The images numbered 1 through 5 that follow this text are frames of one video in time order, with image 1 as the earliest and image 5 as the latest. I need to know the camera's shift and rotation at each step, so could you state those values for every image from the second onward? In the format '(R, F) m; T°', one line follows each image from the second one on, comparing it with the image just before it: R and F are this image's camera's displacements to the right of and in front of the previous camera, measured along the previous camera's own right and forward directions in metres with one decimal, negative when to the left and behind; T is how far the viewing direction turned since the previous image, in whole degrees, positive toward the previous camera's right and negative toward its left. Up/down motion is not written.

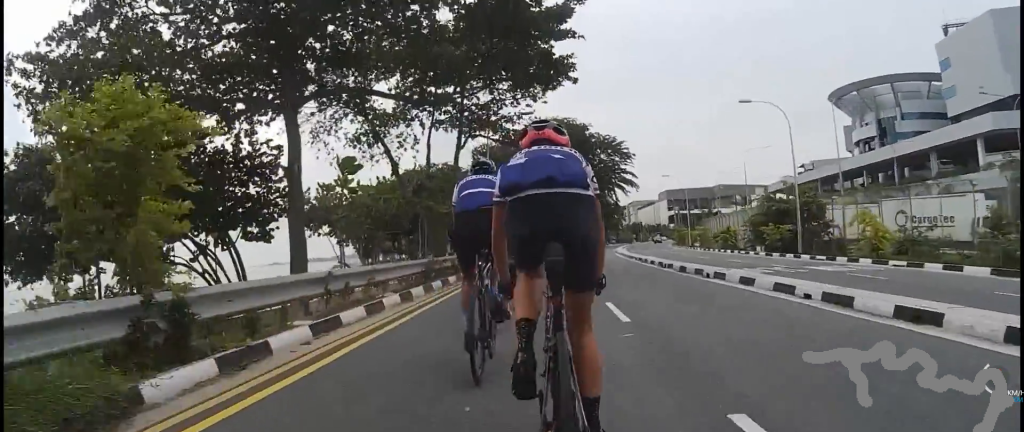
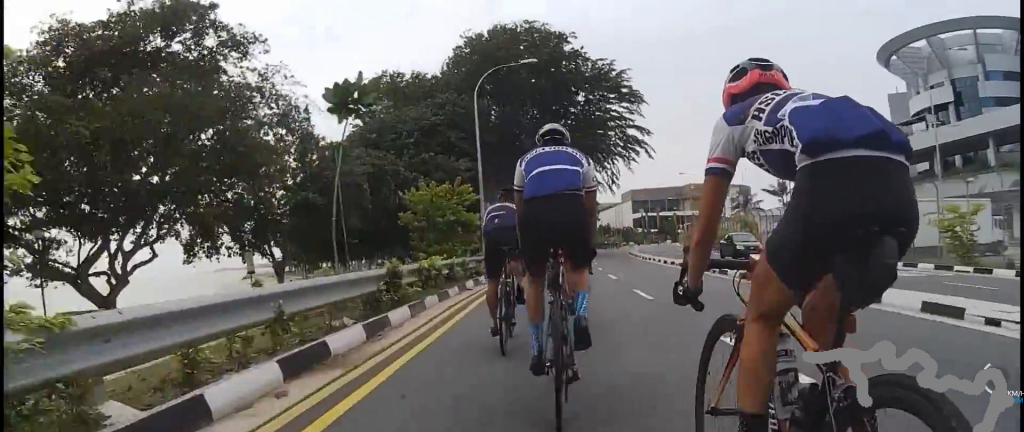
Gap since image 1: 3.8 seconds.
(-0.4, +39.9) m; +5°
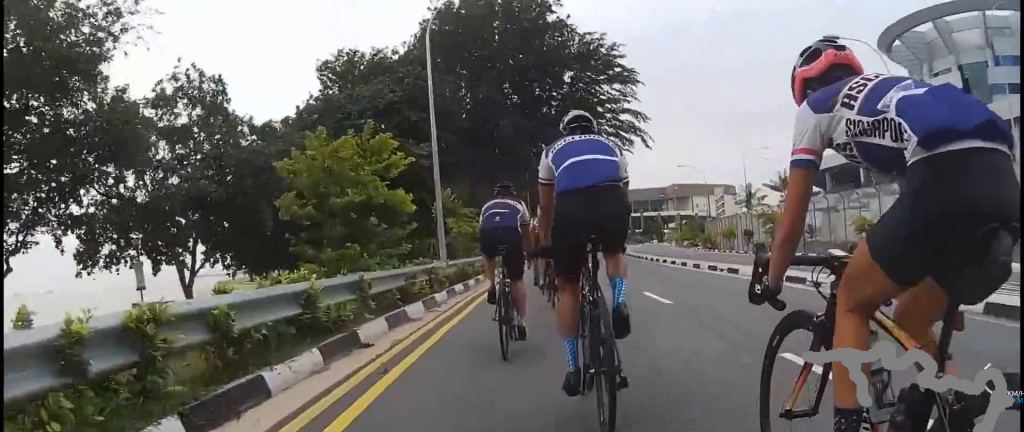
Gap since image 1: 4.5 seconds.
(+0.1, +7.3) m; +1°
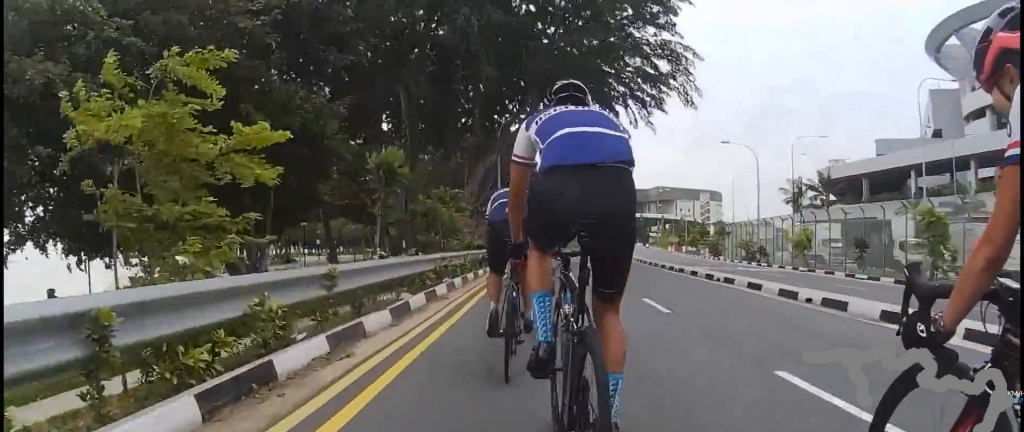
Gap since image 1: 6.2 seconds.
(-0.1, +17.7) m; -2°
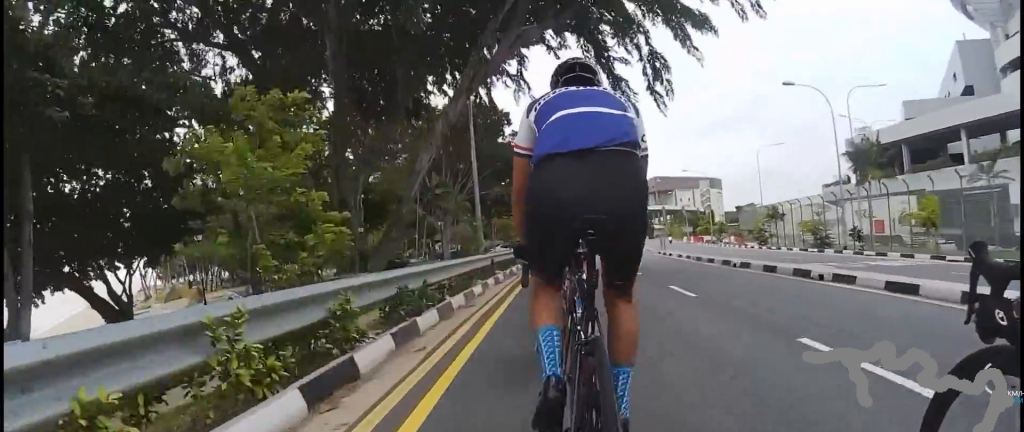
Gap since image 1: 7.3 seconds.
(+0.2, +11.1) m; +8°
